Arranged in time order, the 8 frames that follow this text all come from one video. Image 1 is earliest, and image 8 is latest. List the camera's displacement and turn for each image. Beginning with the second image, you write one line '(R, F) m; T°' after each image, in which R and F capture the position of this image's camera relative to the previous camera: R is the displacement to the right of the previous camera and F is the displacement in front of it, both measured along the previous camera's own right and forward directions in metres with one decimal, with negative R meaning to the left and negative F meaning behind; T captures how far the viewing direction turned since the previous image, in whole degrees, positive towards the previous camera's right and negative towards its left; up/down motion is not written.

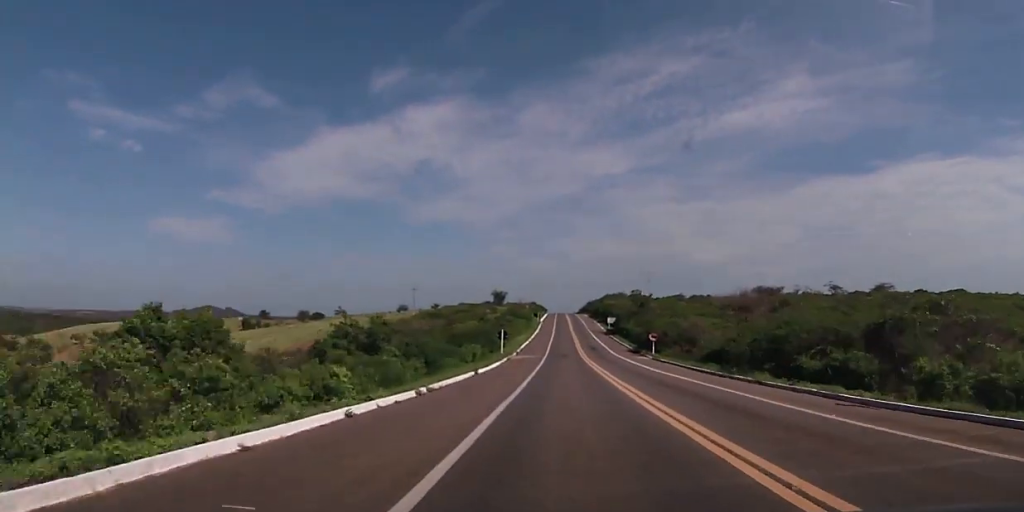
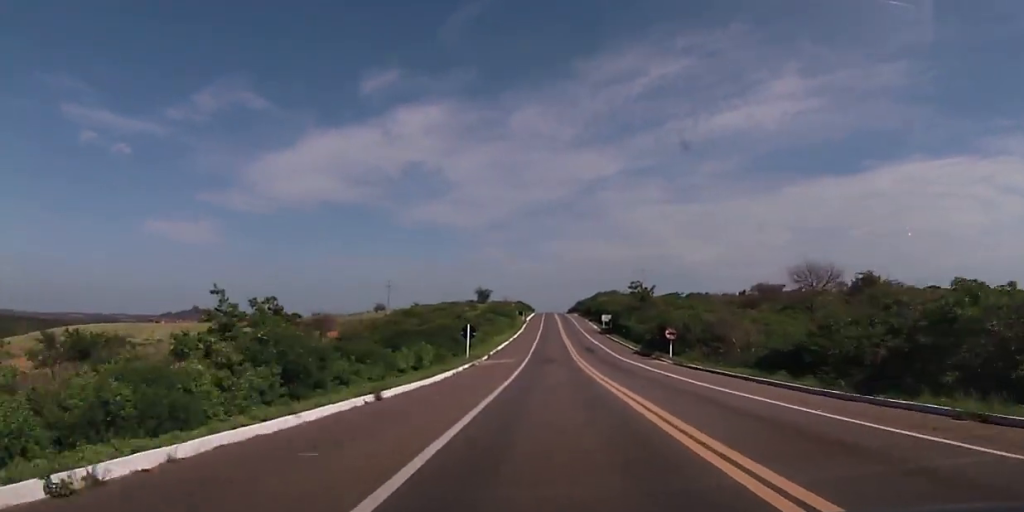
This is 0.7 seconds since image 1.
(+0.2, +16.1) m; +1°
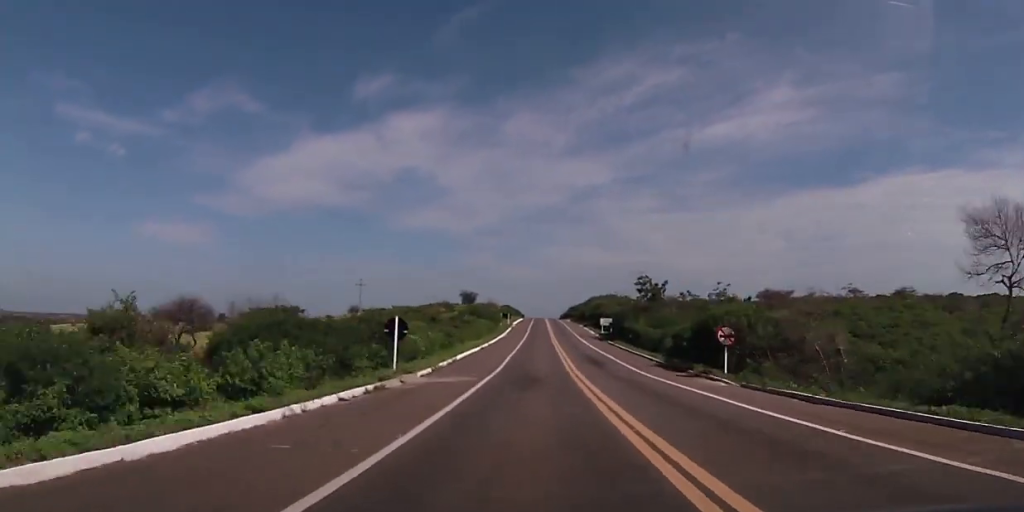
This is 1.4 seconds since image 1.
(+0.3, +18.3) m; +1°
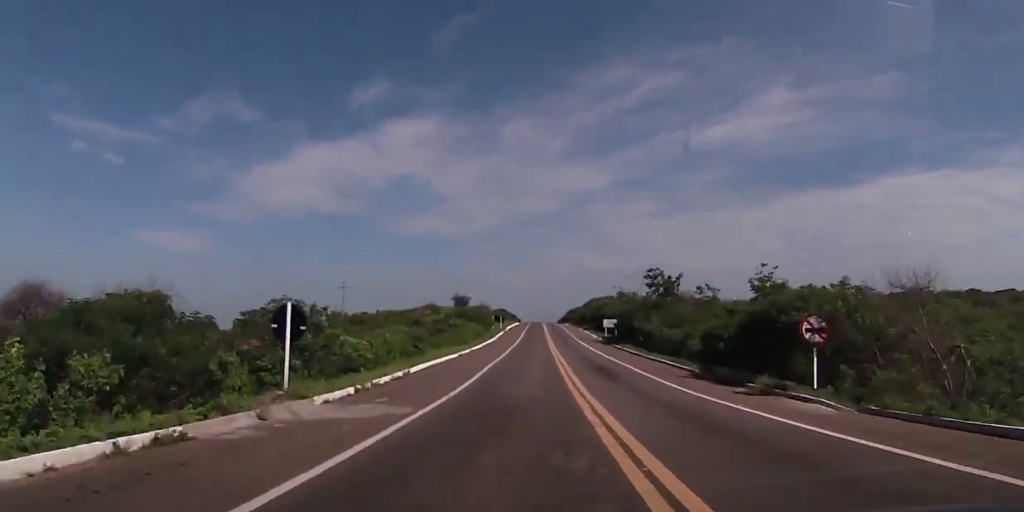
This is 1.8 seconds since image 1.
(0.0, +11.2) m; 0°
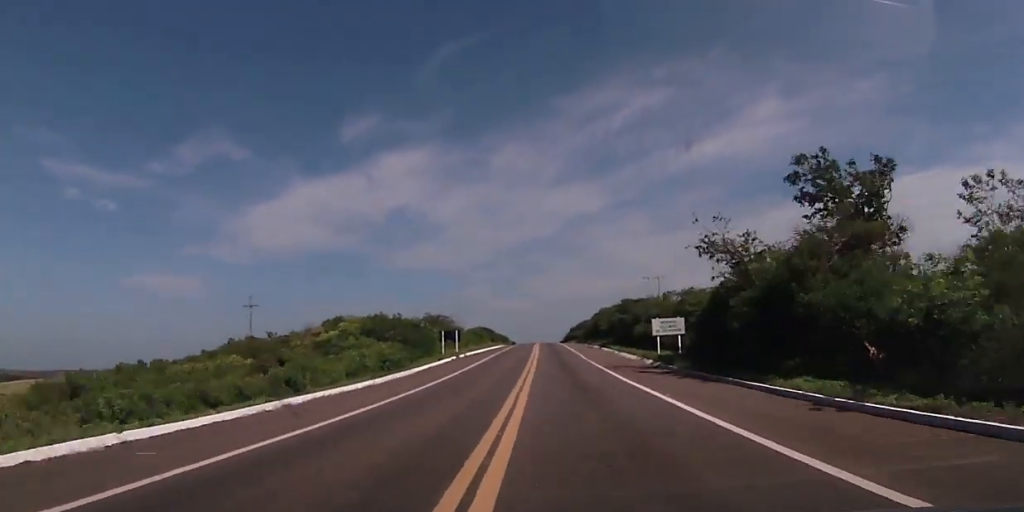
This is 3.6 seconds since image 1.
(+0.7, +46.6) m; +1°
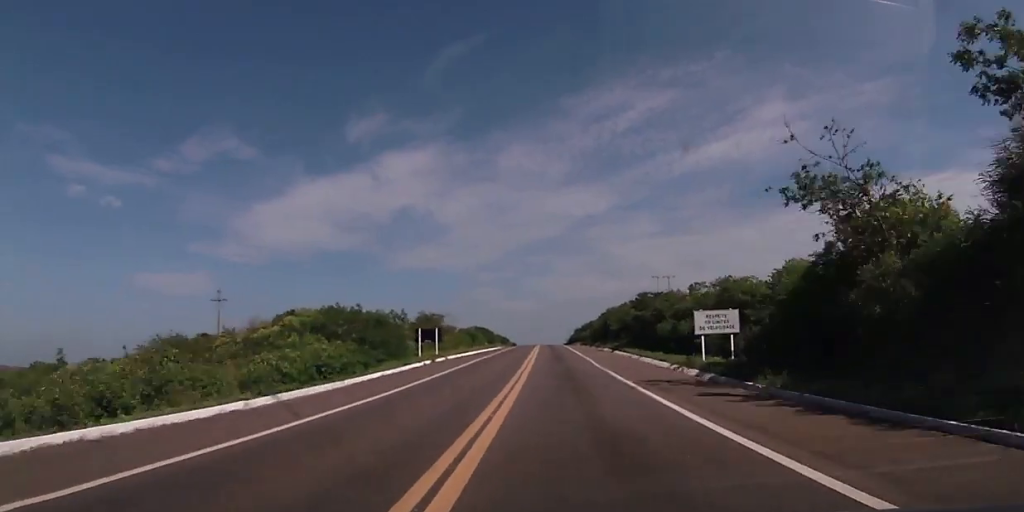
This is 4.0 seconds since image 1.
(+0.1, +12.0) m; 0°
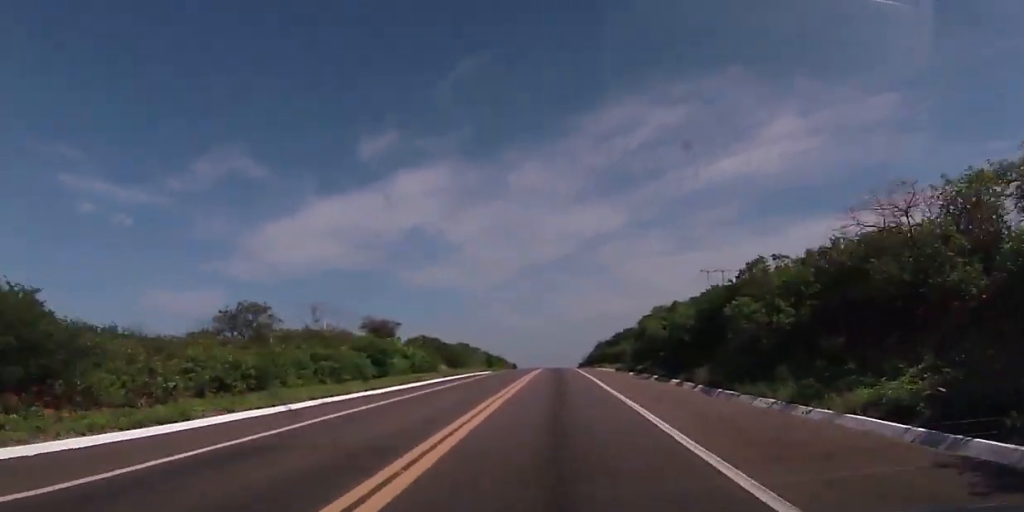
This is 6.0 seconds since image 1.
(-1.0, +55.6) m; 0°
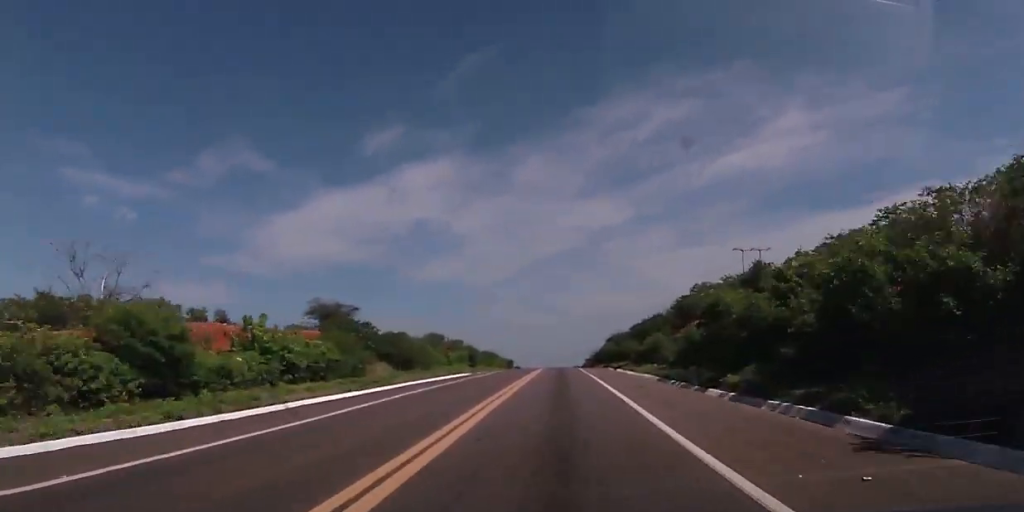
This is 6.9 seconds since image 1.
(+0.4, +25.9) m; 0°
